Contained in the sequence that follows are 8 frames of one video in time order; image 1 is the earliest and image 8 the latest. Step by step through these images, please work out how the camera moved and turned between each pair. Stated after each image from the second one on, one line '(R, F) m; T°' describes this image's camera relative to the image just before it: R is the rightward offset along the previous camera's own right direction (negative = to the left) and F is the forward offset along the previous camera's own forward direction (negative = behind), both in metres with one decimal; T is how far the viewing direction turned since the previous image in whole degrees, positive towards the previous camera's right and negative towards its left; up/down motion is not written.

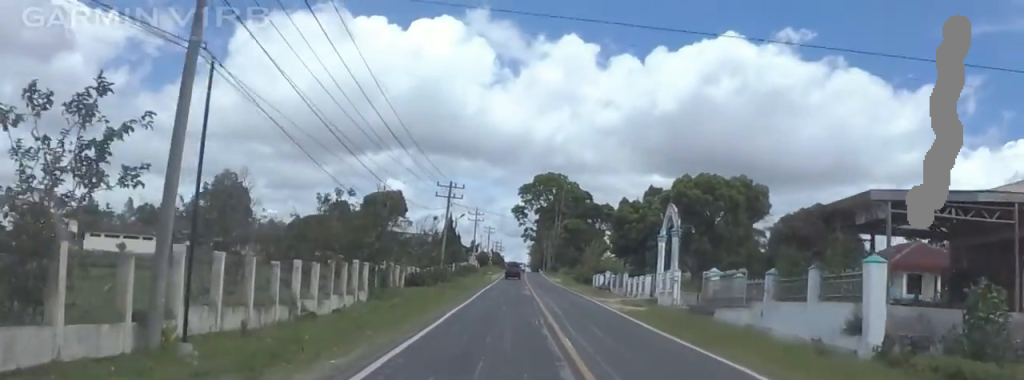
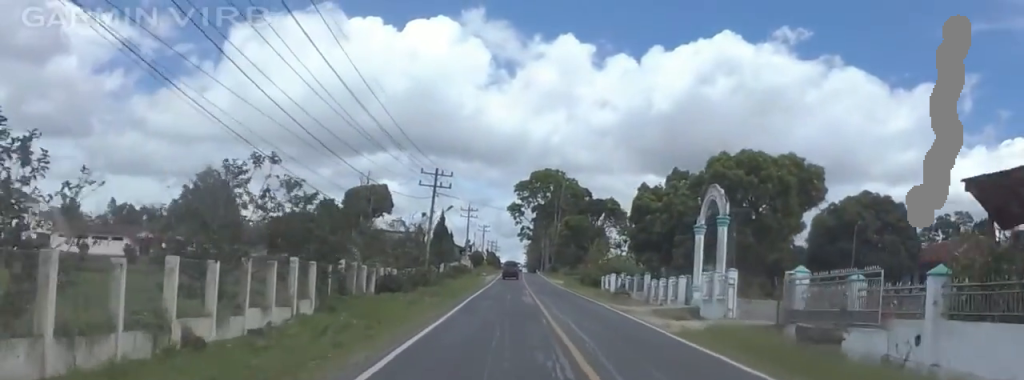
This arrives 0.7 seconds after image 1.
(-0.5, +11.3) m; -3°
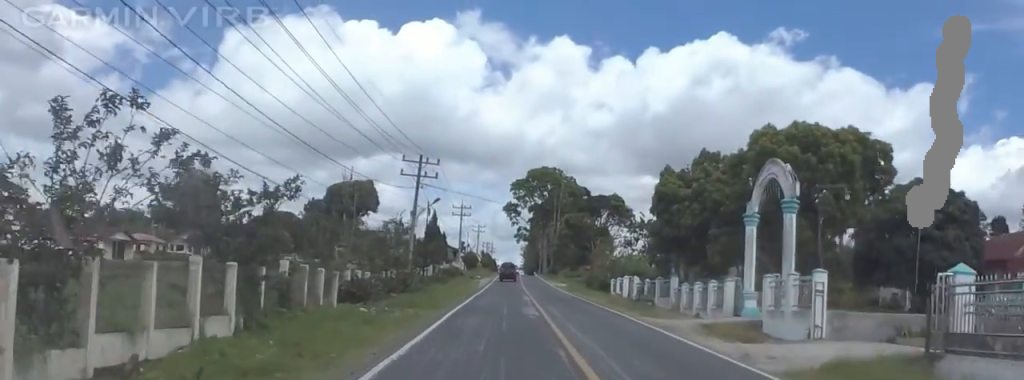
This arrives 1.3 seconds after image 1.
(-0.4, +9.4) m; -2°
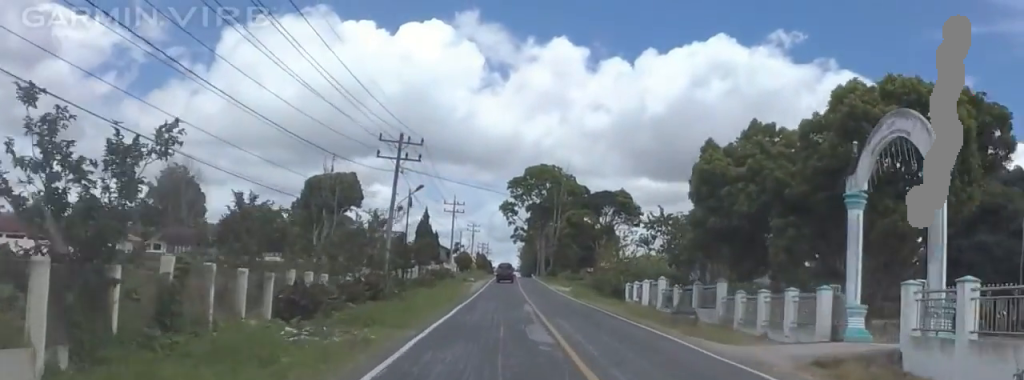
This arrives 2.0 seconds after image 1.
(-0.1, +10.0) m; +4°
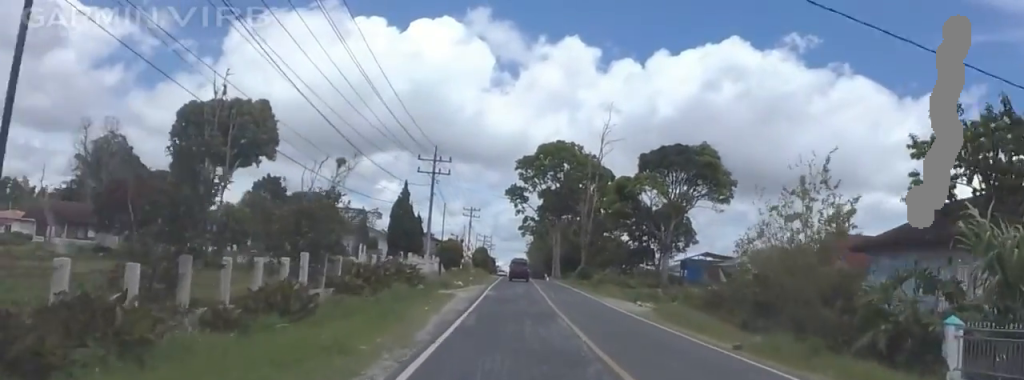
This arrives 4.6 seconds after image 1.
(+1.7, +39.2) m; -1°
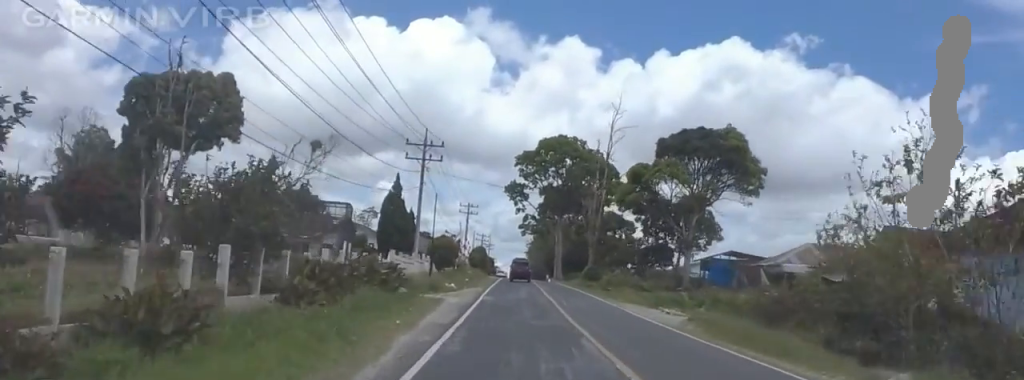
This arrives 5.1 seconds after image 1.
(+0.1, +7.6) m; -1°
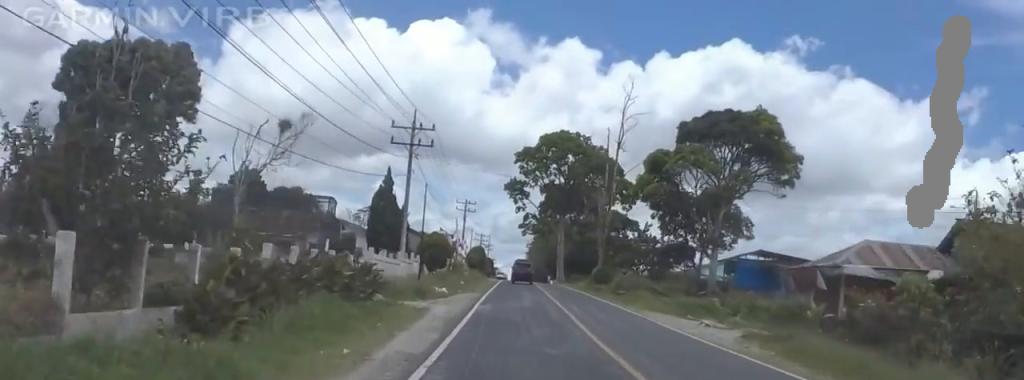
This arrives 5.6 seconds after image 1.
(-0.2, +7.1) m; +1°
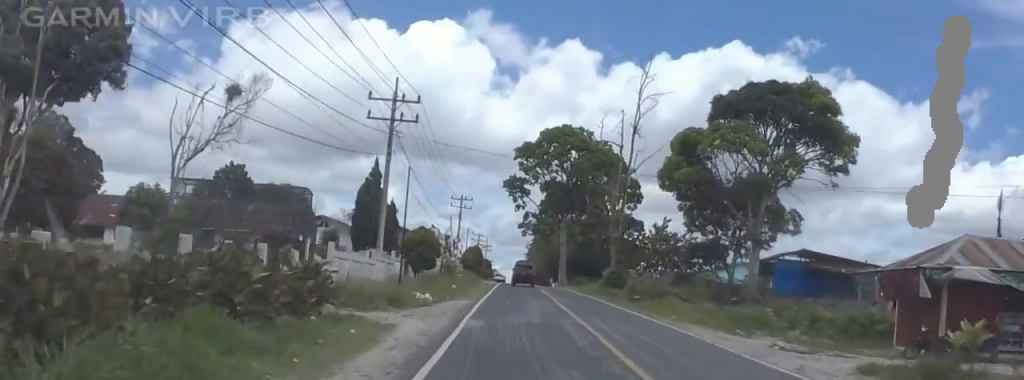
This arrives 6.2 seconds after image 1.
(-0.5, +8.3) m; +2°
